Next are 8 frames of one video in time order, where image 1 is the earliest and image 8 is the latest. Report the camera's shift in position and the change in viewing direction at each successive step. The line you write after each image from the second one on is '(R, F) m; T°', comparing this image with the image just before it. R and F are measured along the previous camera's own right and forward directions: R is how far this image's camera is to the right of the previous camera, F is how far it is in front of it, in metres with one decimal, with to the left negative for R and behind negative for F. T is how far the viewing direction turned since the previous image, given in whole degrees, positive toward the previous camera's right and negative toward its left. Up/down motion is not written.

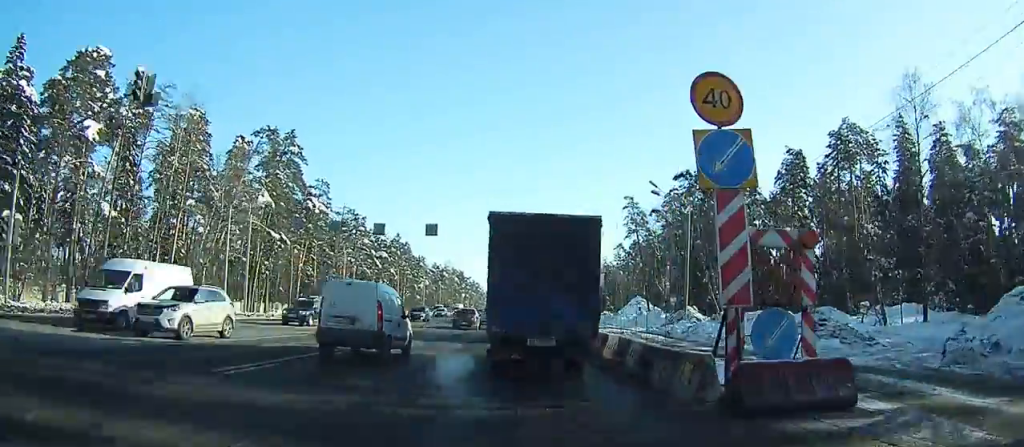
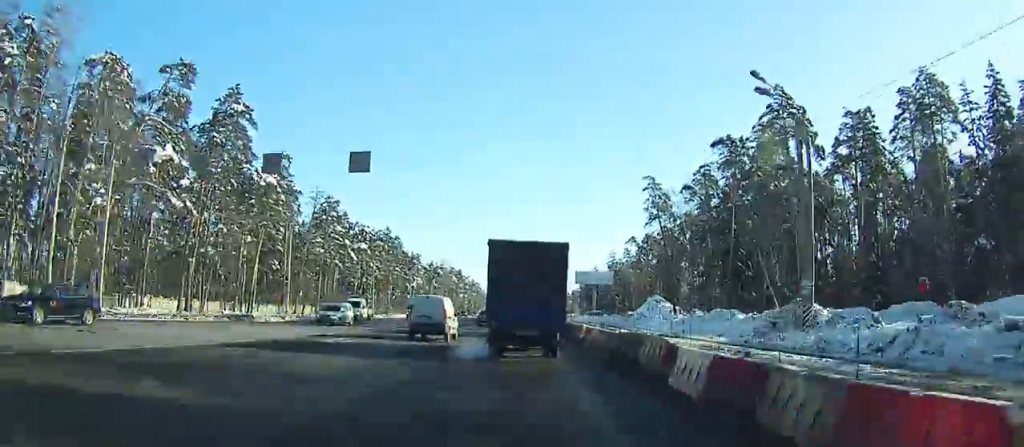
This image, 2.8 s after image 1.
(+0.1, +21.2) m; +2°
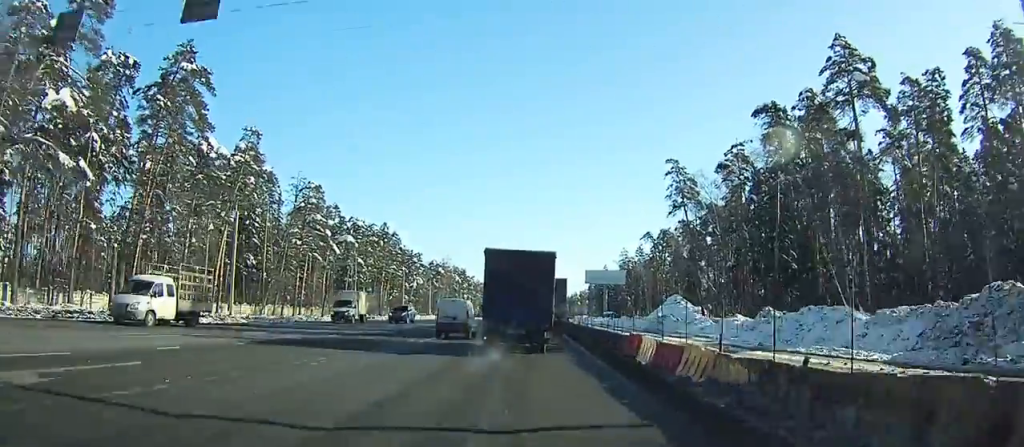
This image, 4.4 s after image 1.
(+0.4, +14.4) m; -1°
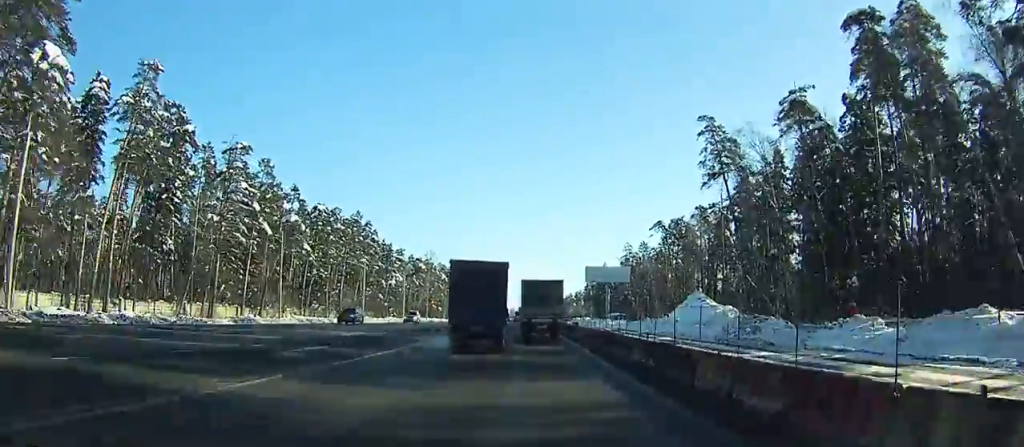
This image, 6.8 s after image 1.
(-0.3, +22.8) m; -3°
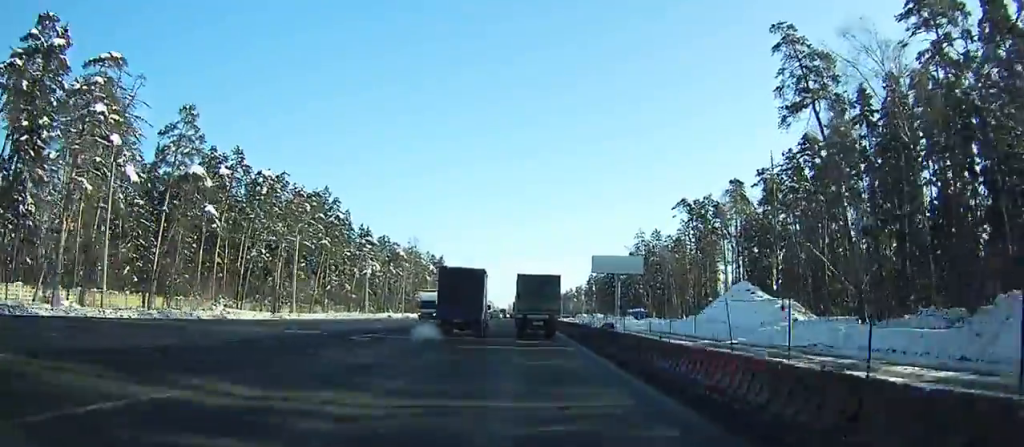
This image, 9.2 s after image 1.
(-1.0, +24.7) m; -3°
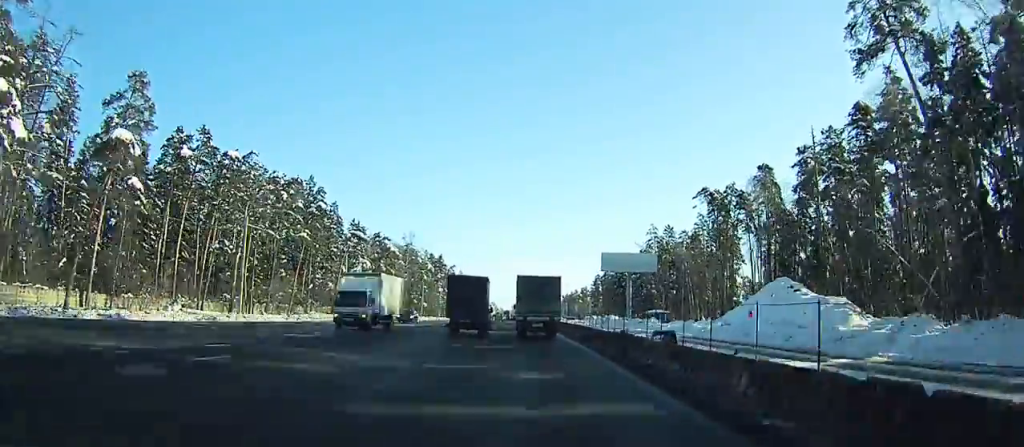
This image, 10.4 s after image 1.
(-0.5, +12.8) m; +2°
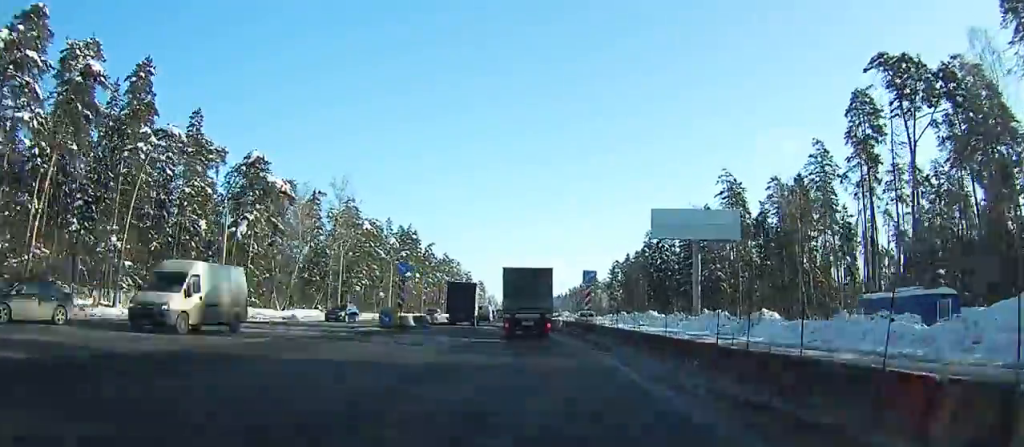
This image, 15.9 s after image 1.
(+4.0, +57.0) m; +7°
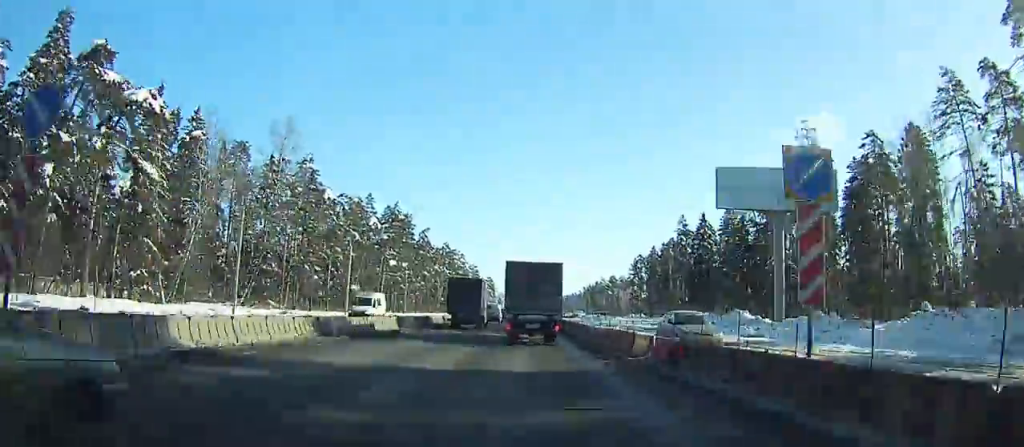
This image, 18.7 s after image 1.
(+0.3, +27.3) m; +3°
